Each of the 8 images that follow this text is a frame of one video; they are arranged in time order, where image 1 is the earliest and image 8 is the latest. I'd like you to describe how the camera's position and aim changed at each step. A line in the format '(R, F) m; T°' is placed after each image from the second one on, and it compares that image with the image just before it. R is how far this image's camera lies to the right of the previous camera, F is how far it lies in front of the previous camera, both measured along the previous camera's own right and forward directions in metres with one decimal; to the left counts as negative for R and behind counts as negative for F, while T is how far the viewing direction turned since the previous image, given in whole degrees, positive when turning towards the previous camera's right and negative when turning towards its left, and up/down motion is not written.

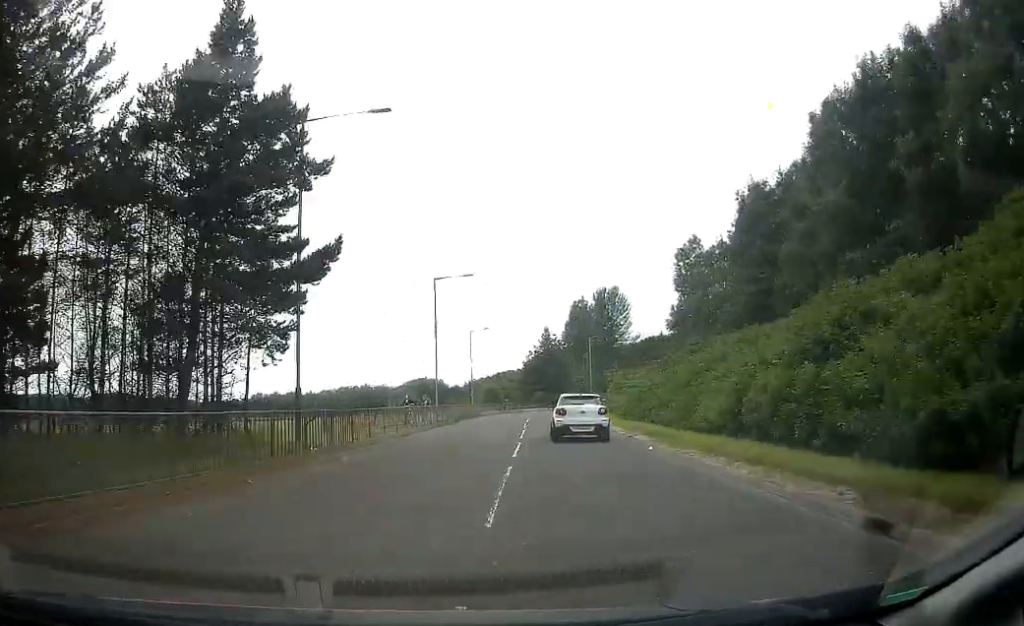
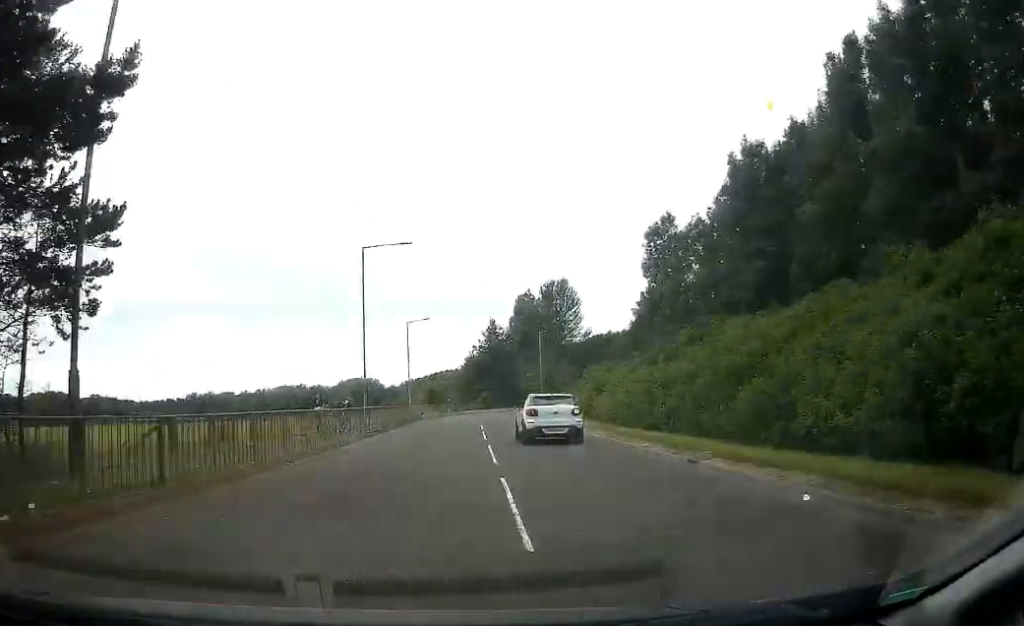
(+0.3, +11.1) m; +5°
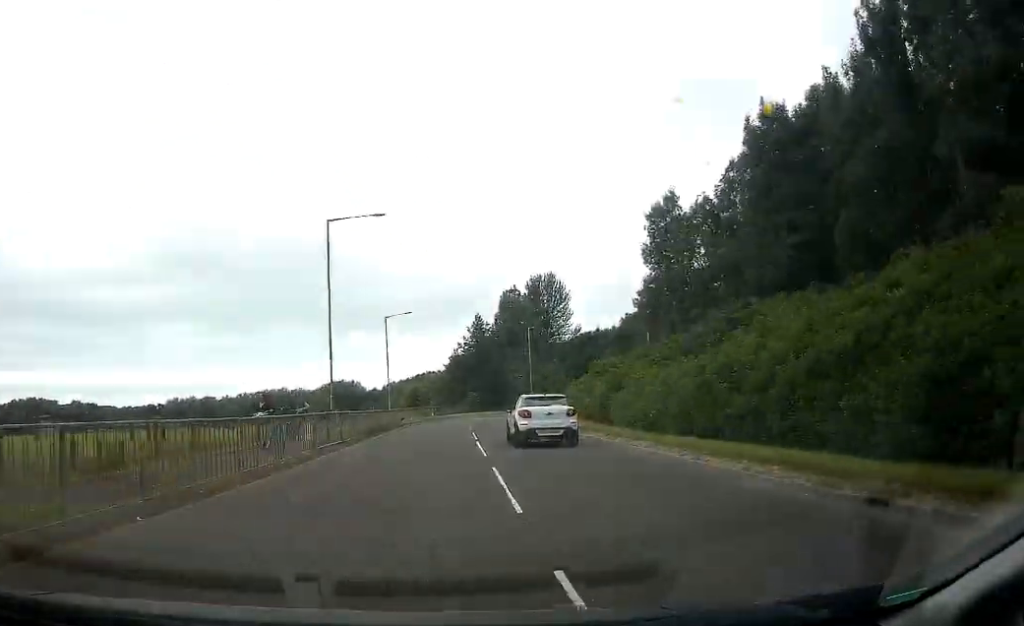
(+0.4, +6.9) m; +2°
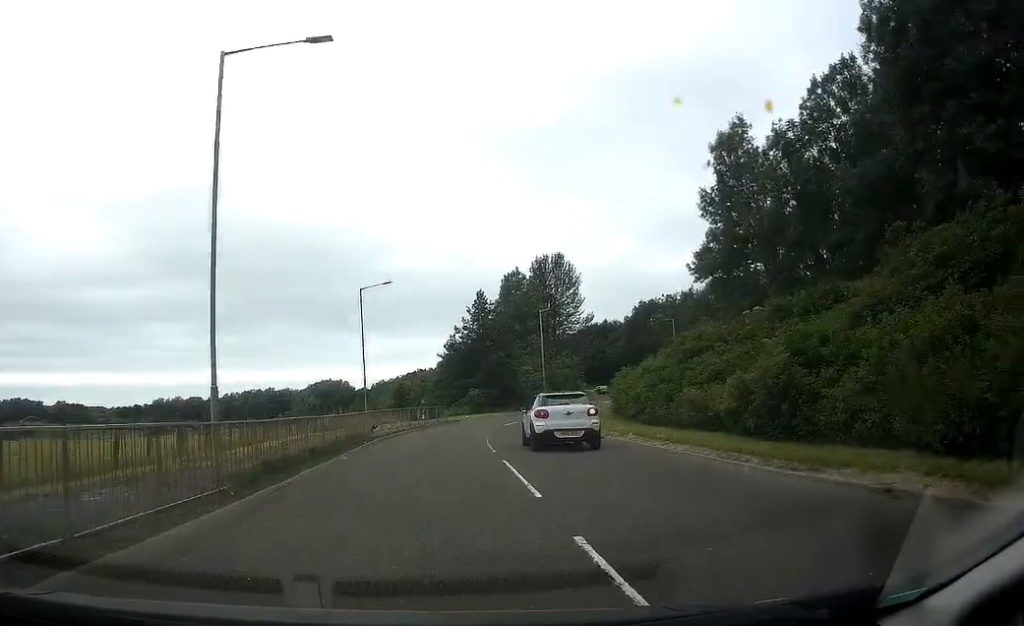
(+0.5, +16.6) m; +3°
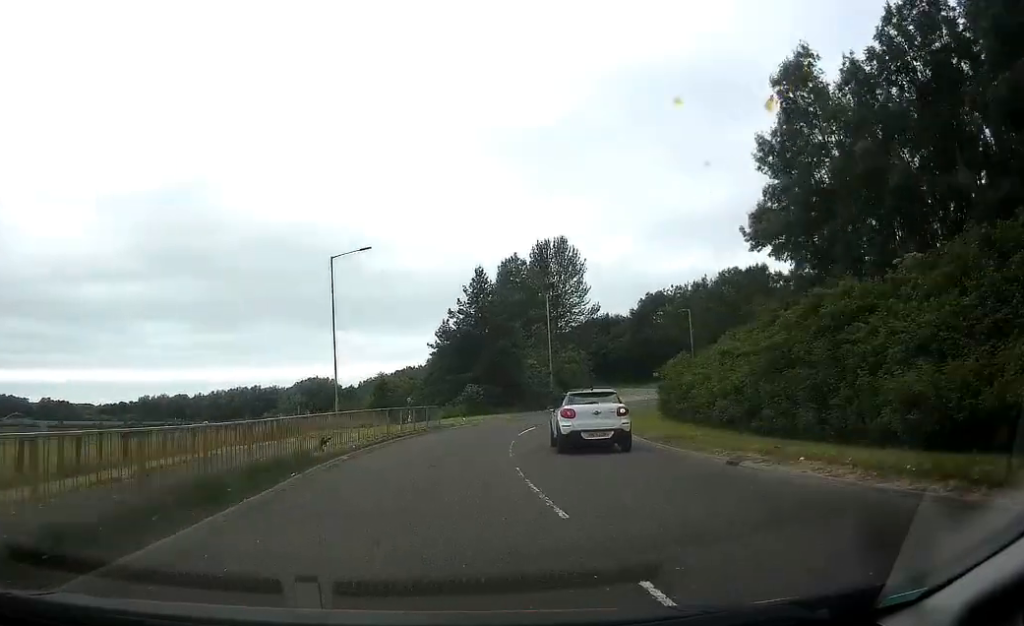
(+0.1, +11.4) m; +2°
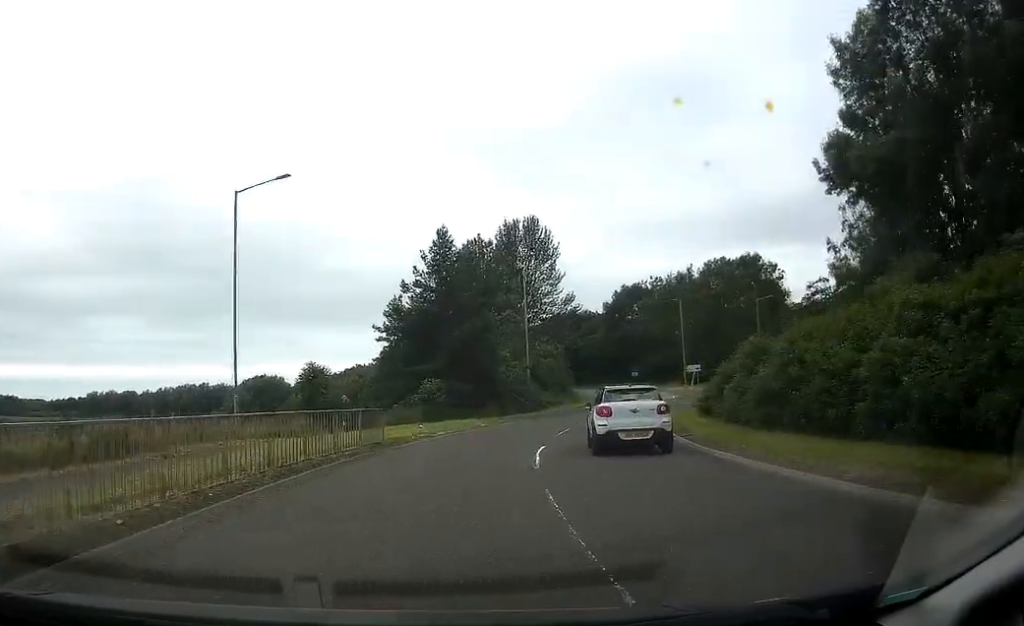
(+0.3, +13.6) m; +3°
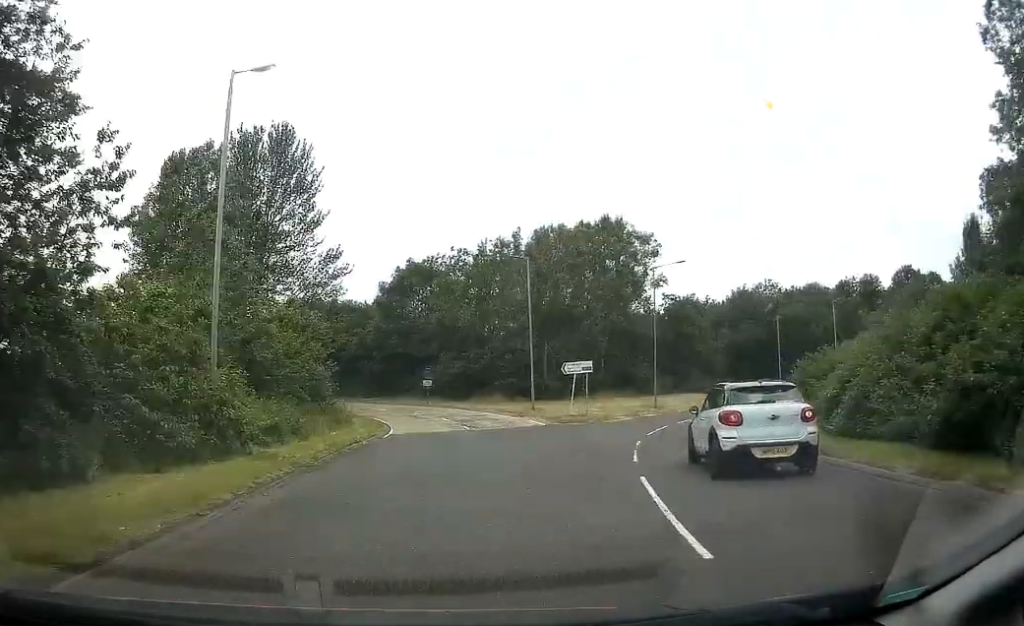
(+4.5, +35.1) m; +13°
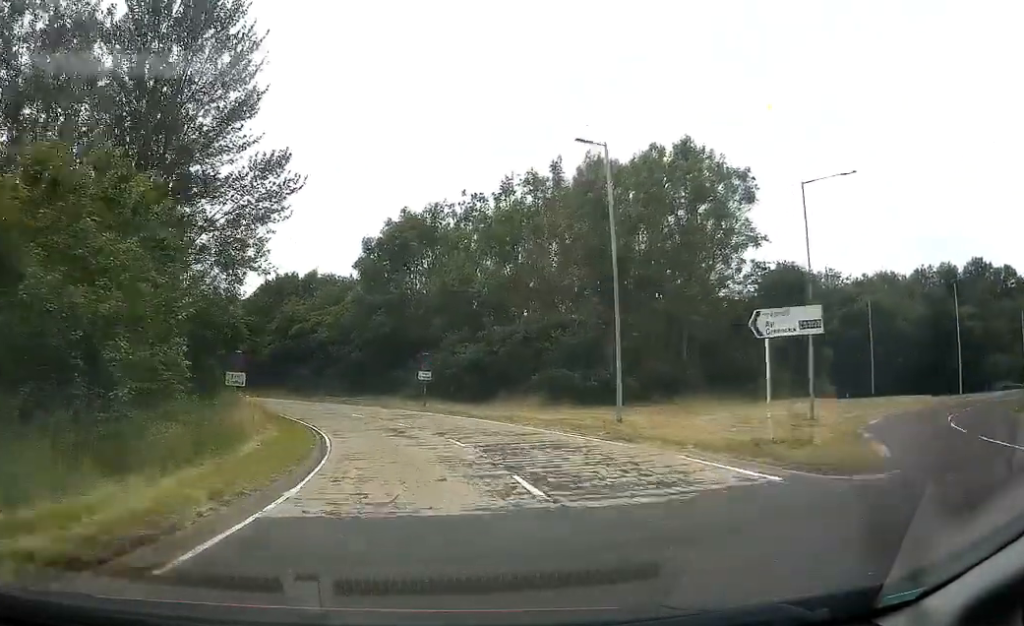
(+0.9, +21.5) m; +2°
